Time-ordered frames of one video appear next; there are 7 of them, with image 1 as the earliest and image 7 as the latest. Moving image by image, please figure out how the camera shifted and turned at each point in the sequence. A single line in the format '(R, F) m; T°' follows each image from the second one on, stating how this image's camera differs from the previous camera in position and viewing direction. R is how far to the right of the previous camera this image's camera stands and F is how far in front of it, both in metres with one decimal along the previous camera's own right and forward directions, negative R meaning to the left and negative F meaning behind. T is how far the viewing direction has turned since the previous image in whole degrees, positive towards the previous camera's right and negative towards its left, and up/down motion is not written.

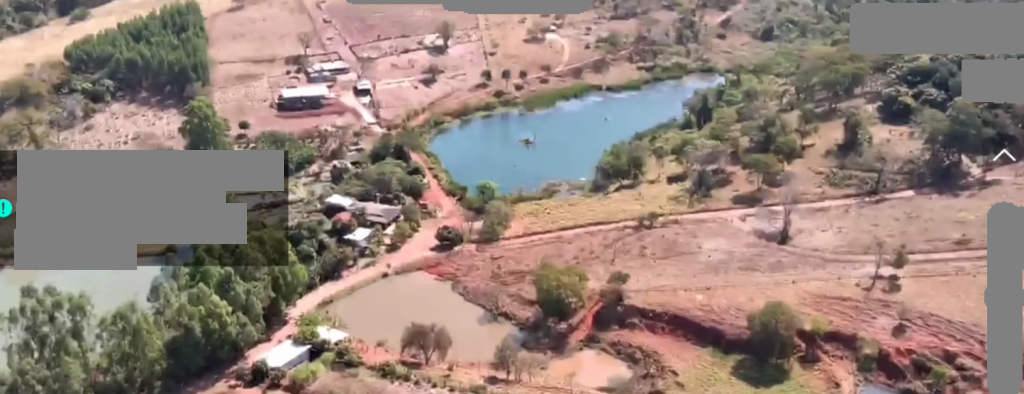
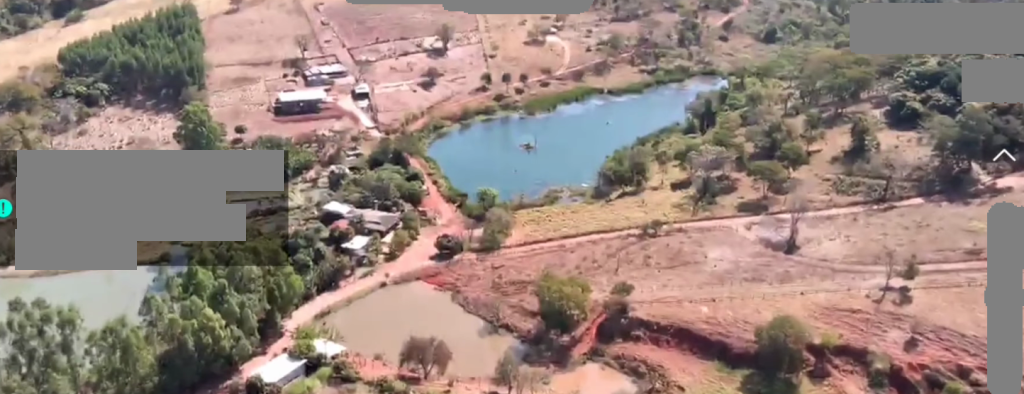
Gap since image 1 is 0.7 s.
(0.0, +9.7) m; 0°
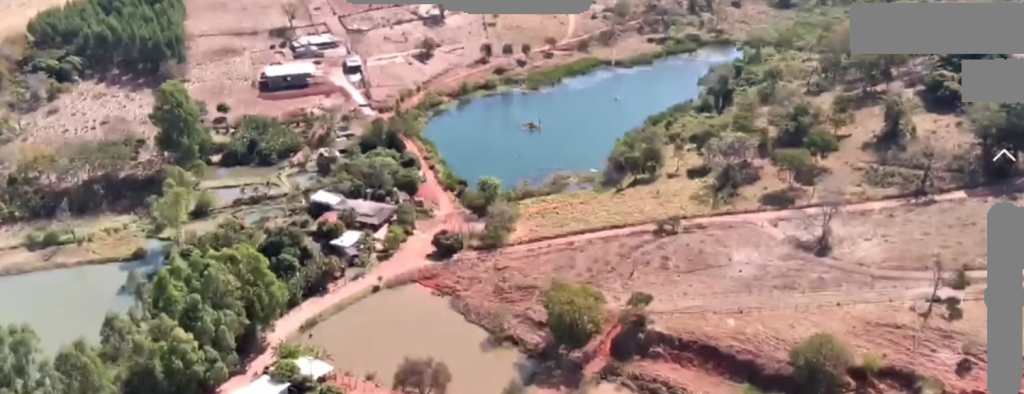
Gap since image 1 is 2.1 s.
(0.0, +20.3) m; 0°
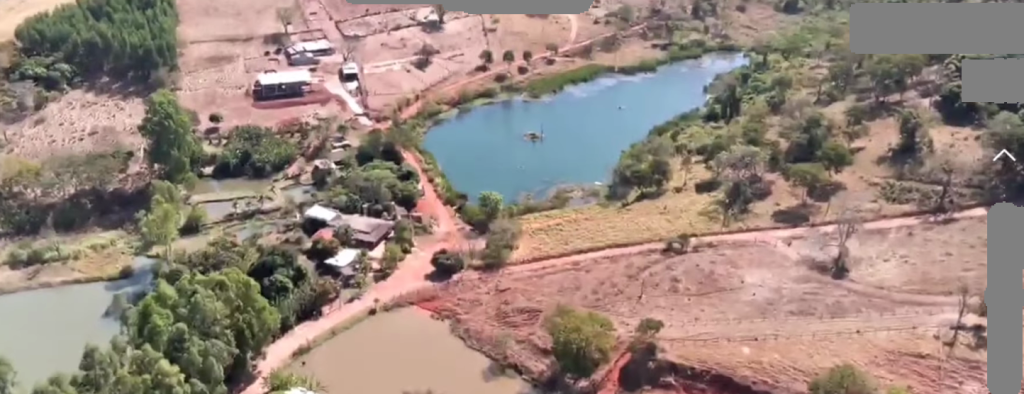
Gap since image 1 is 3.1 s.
(0.0, +12.5) m; 0°
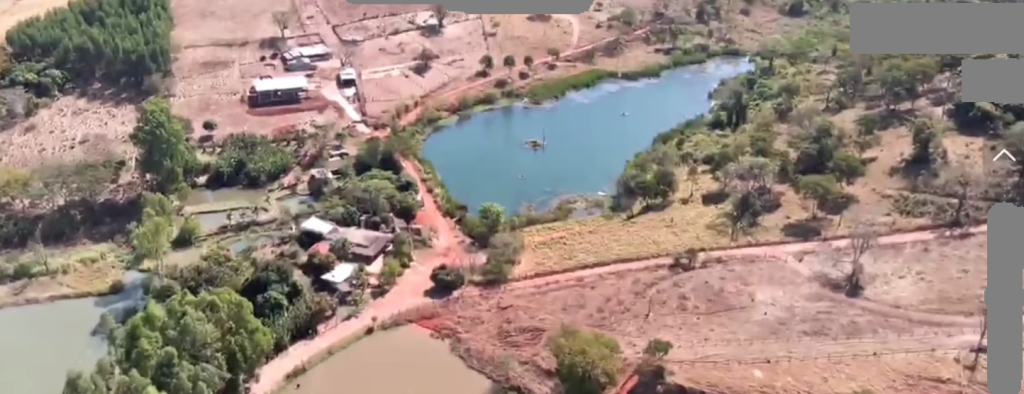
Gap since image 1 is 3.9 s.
(0.0, +9.9) m; 0°
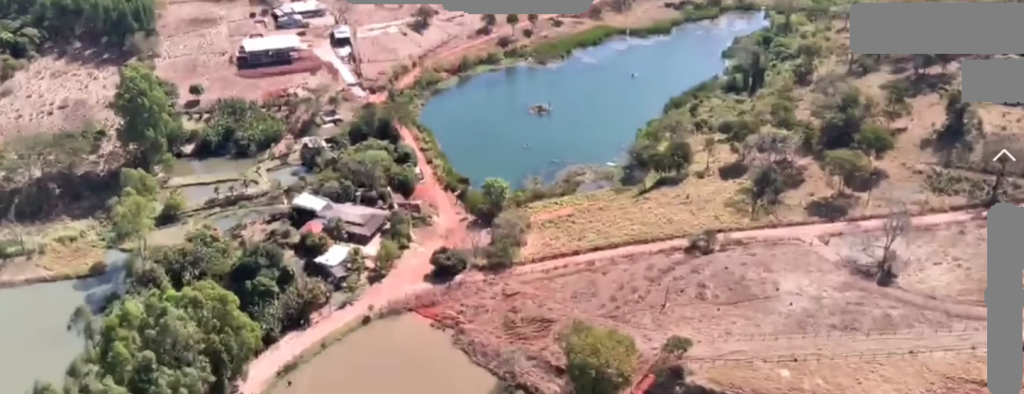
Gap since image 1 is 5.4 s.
(0.0, +18.6) m; 0°
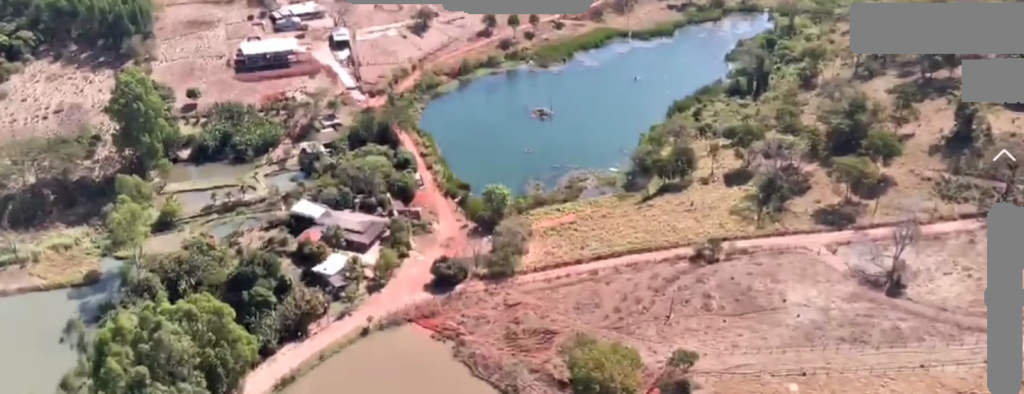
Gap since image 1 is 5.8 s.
(0.0, +5.4) m; 0°
